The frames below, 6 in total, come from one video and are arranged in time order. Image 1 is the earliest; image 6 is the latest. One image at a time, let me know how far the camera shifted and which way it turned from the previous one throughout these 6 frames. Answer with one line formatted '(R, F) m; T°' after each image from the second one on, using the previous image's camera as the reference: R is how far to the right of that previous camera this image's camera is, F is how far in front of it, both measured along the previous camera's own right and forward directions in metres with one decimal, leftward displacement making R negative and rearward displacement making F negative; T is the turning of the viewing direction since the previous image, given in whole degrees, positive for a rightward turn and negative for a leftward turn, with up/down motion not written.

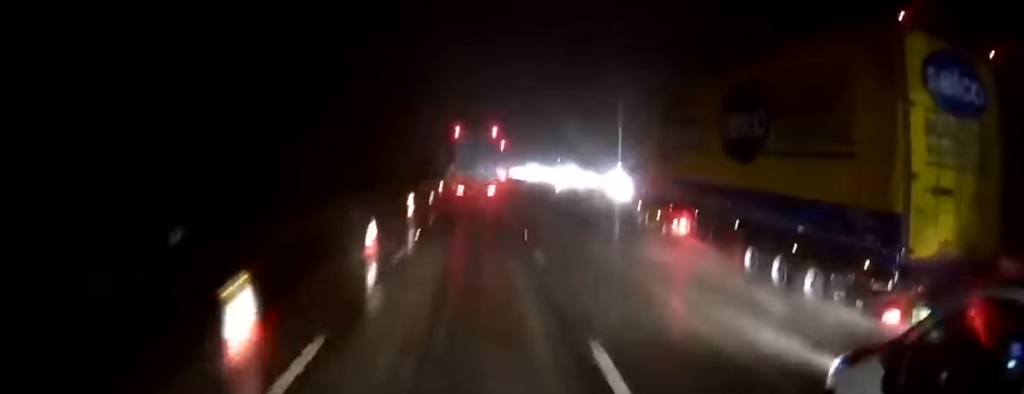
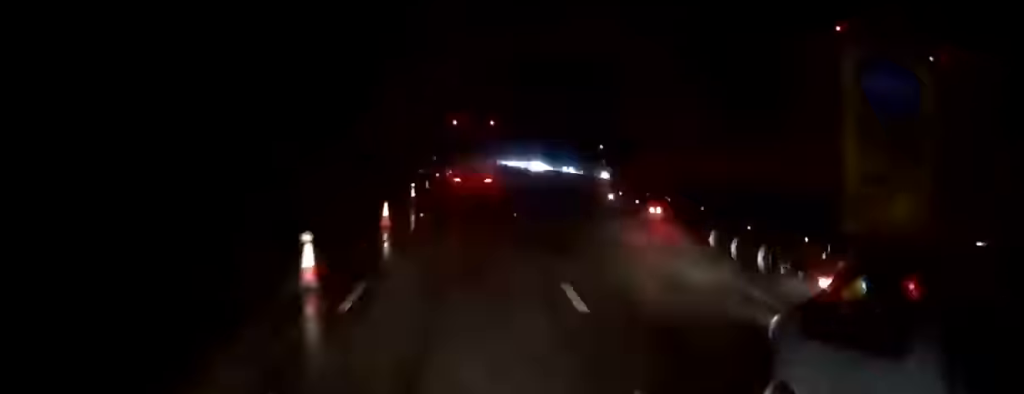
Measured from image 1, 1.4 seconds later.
(0.0, +33.0) m; 0°
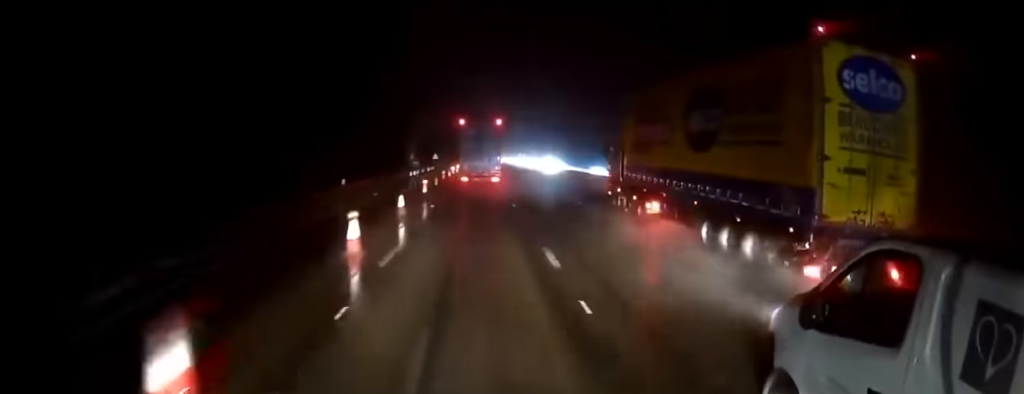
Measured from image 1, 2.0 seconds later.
(+0.1, +15.0) m; 0°
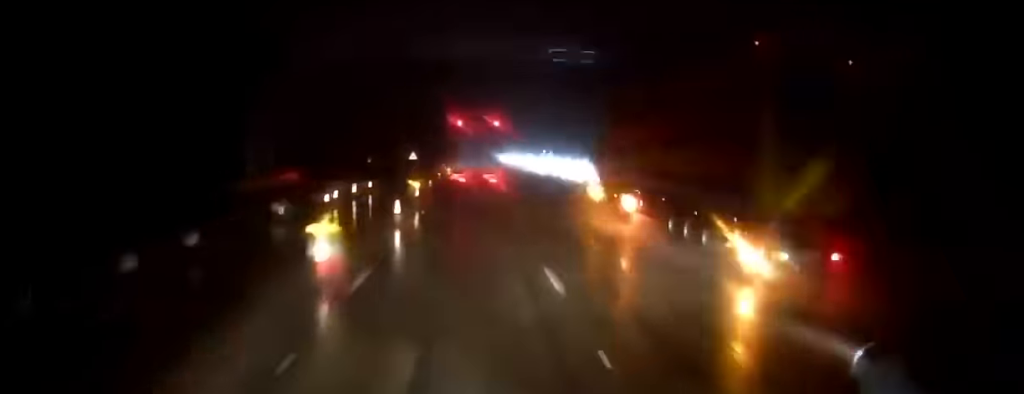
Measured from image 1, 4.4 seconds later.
(+0.6, +56.7) m; +1°
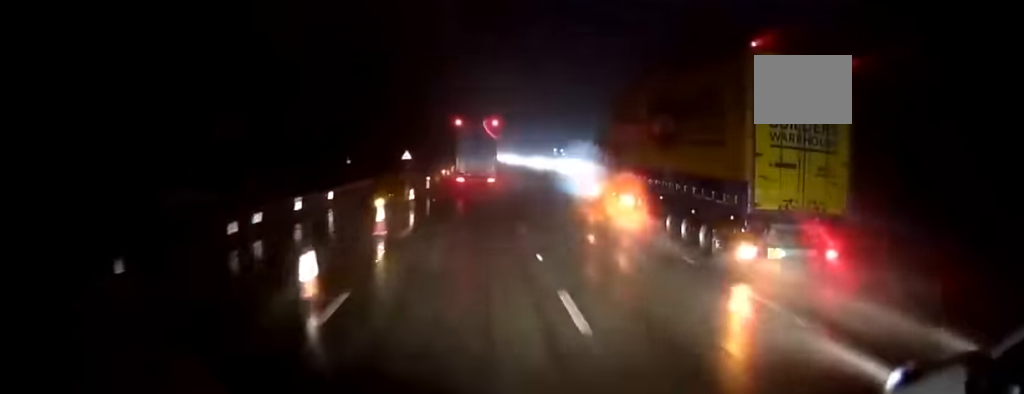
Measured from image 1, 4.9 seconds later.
(0.0, +11.3) m; 0°
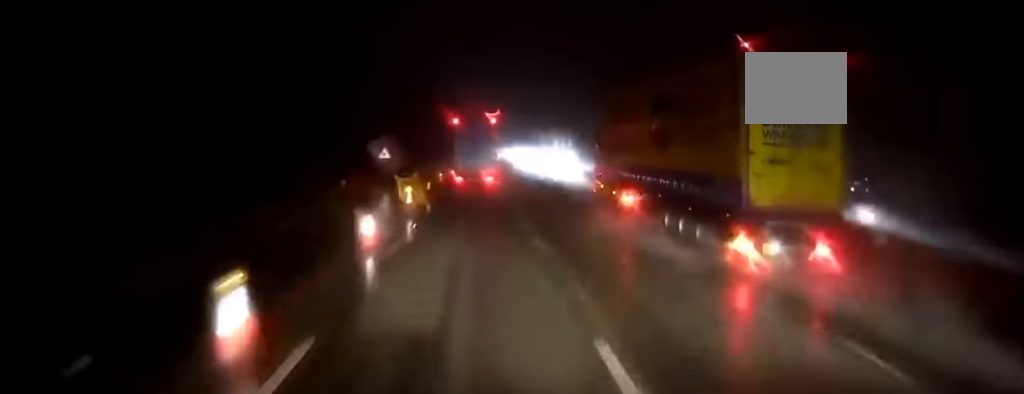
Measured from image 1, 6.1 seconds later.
(-0.3, +29.8) m; -1°
